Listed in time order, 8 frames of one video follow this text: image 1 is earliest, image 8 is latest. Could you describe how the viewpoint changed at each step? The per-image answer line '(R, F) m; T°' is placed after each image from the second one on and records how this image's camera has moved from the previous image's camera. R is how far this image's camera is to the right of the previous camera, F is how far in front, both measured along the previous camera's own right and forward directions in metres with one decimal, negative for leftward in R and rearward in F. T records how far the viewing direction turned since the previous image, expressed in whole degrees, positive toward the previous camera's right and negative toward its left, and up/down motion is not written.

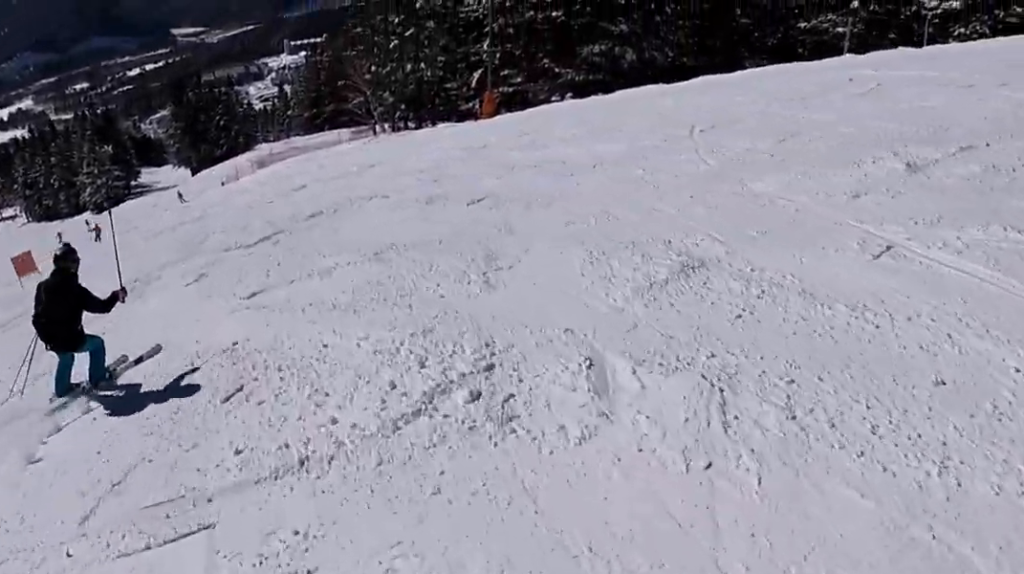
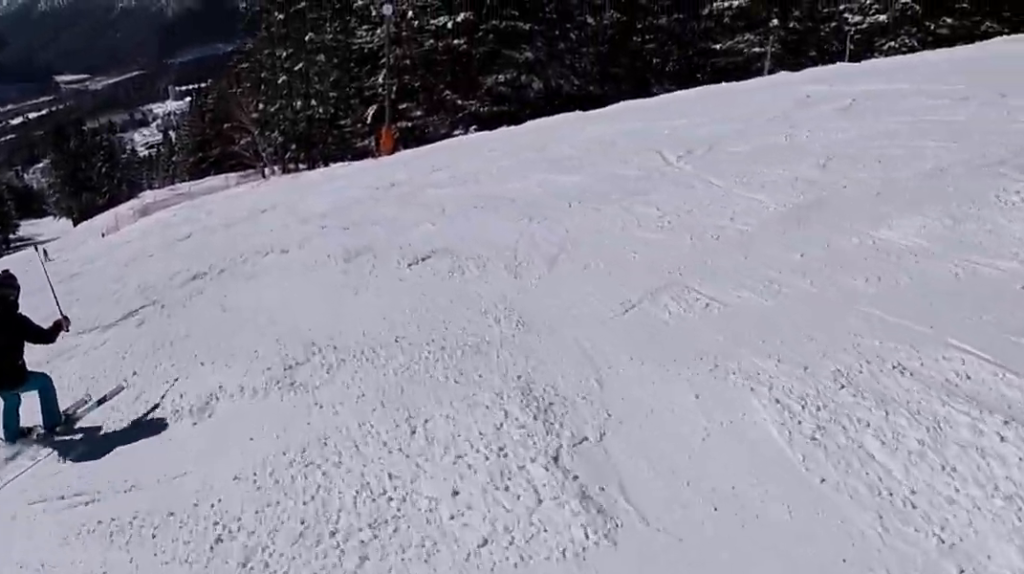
(+1.1, +2.8) m; 0°
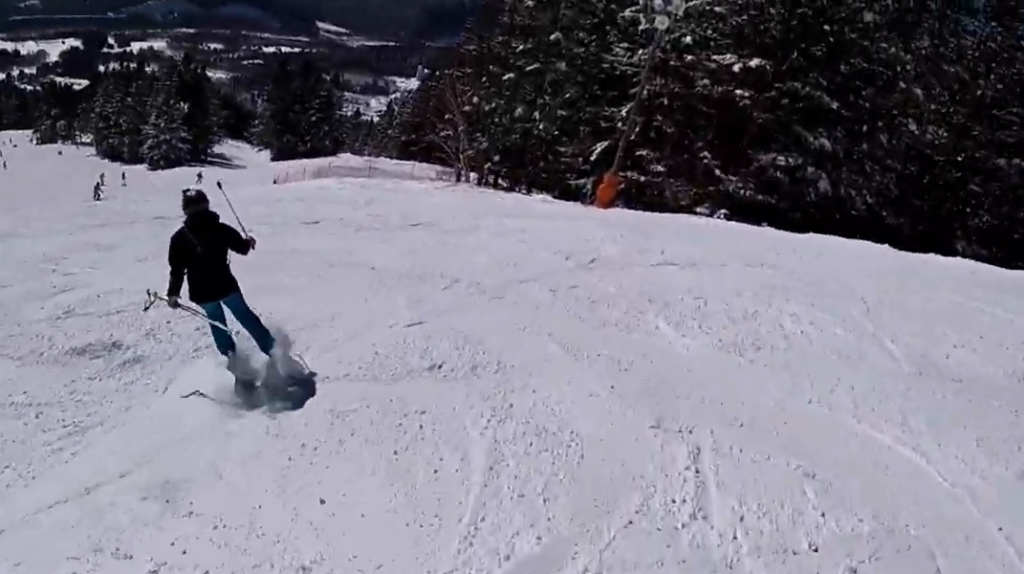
(-1.5, +7.2) m; -21°
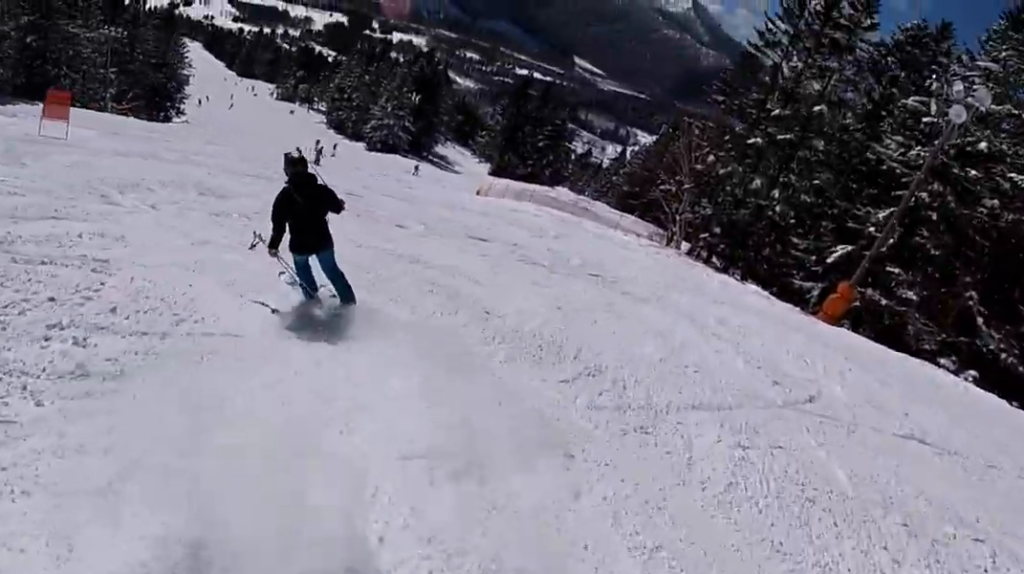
(-0.2, +3.6) m; -12°
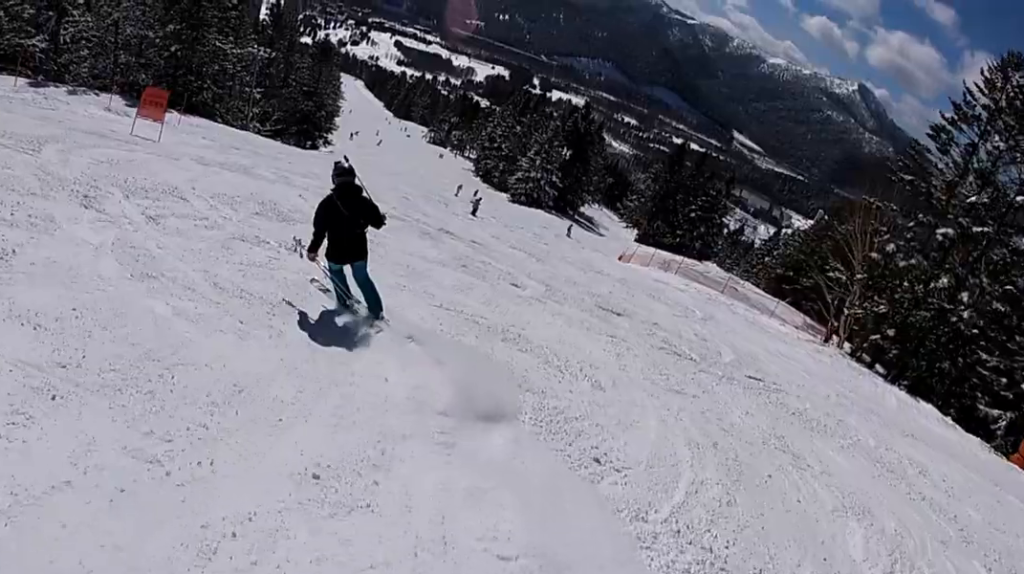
(+0.5, +3.2) m; -10°
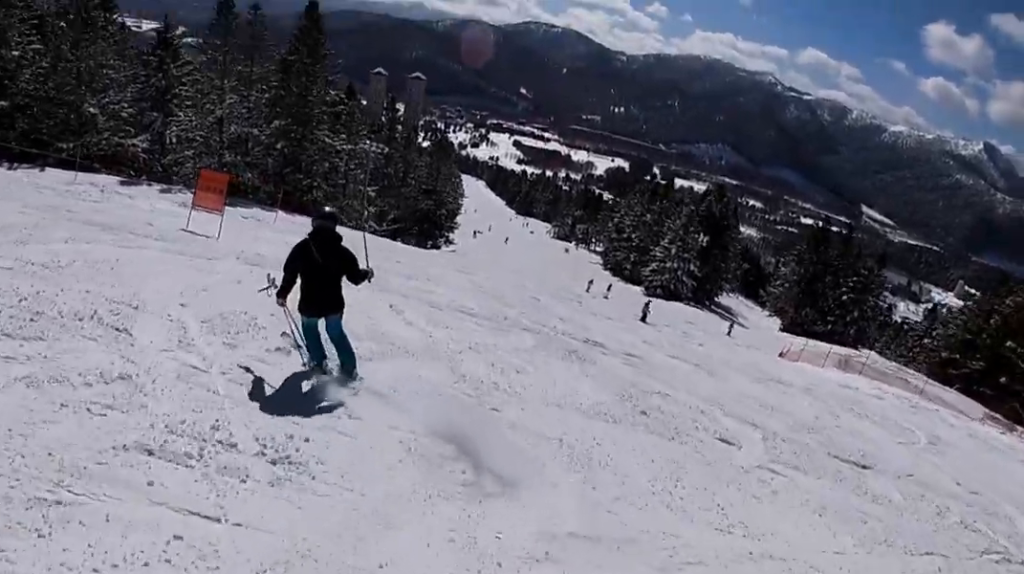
(-1.5, +4.6) m; -8°
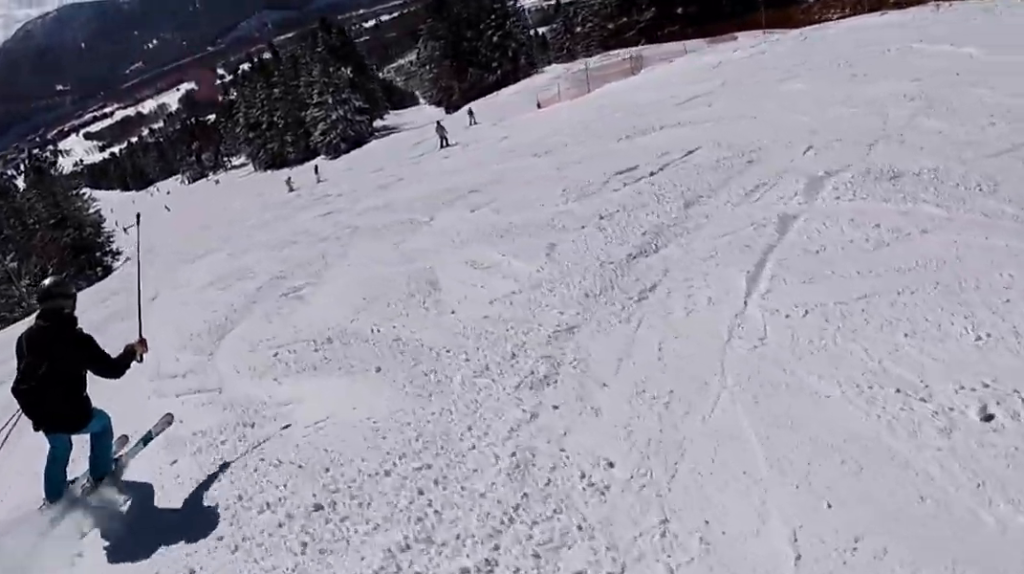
(+1.6, +9.9) m; +25°
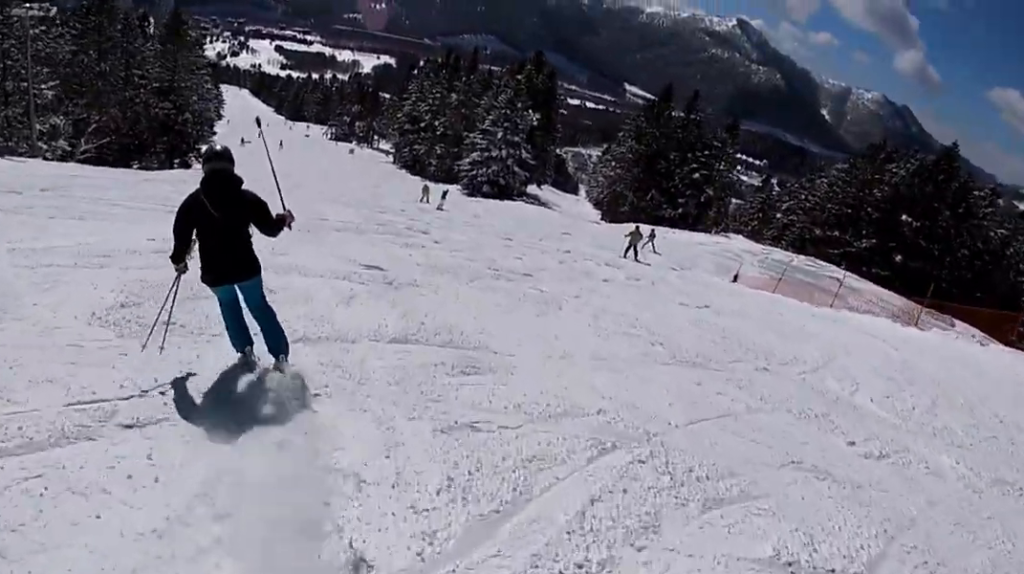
(-0.3, +10.6) m; -26°
